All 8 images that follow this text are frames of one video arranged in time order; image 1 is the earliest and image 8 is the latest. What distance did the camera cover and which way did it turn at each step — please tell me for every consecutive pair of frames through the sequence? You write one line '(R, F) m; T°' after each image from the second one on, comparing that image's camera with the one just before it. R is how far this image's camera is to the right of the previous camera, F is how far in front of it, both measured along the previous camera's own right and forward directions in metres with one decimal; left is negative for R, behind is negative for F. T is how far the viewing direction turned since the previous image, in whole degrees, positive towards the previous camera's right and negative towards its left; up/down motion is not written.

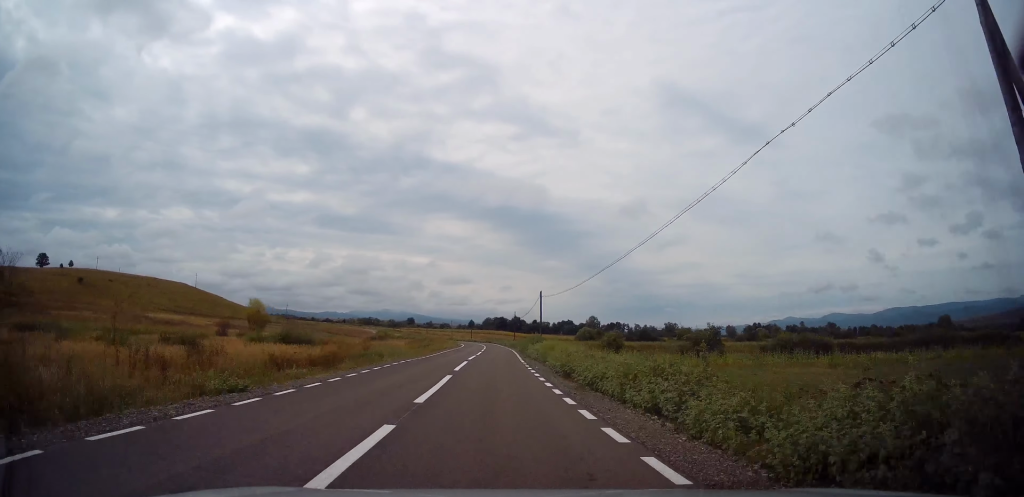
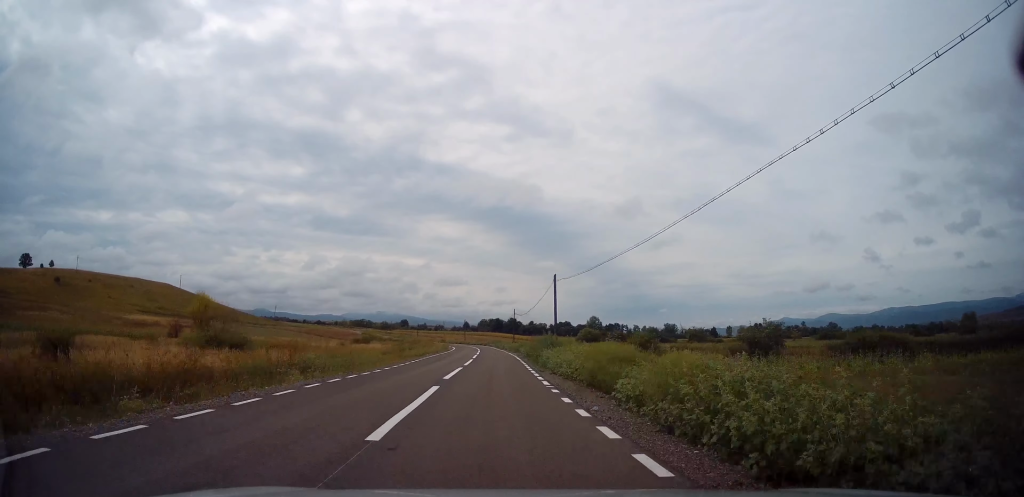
(+0.3, +13.8) m; +1°
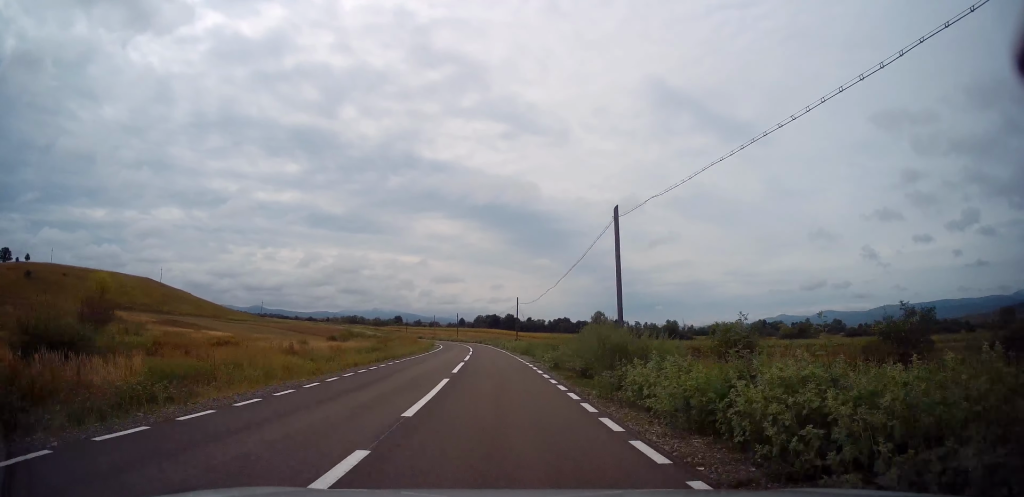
(-0.2, +18.0) m; 0°
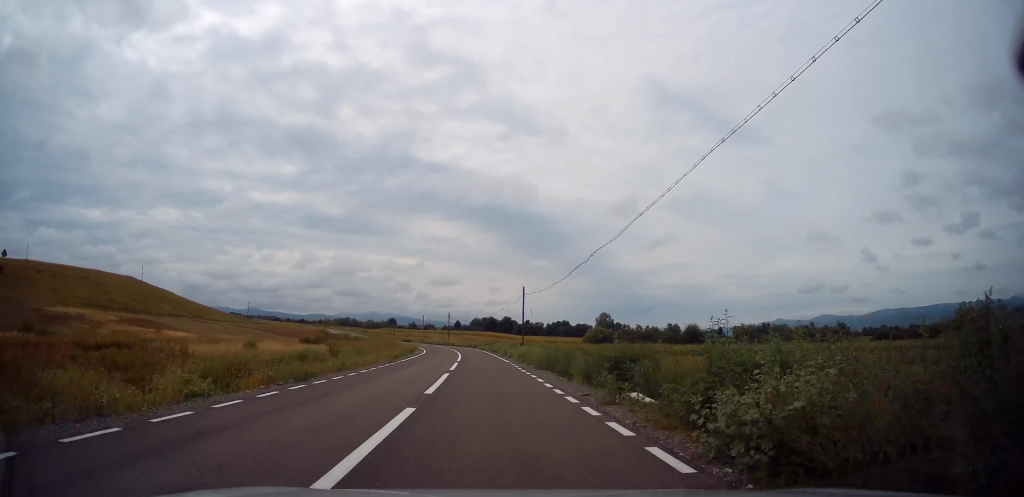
(+0.1, +16.7) m; 0°
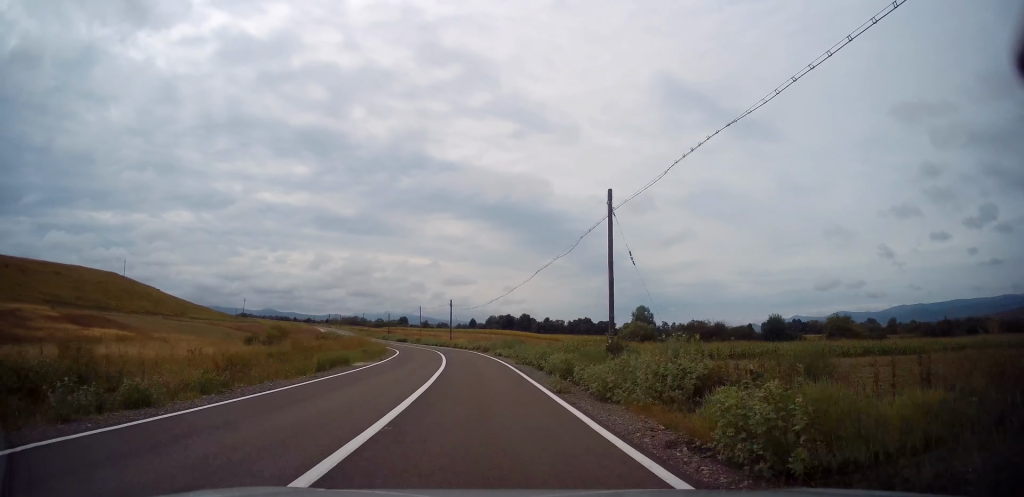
(+0.1, +31.2) m; -1°
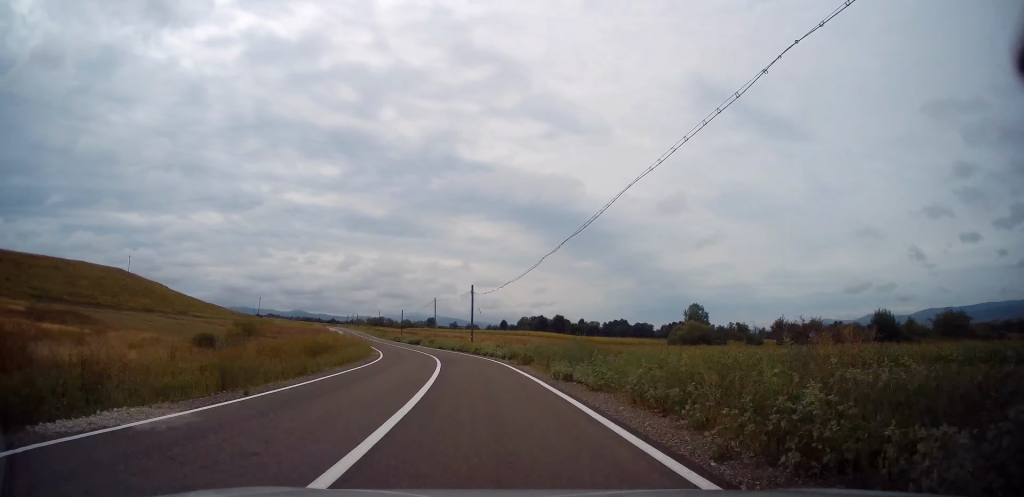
(-0.7, +22.0) m; -3°
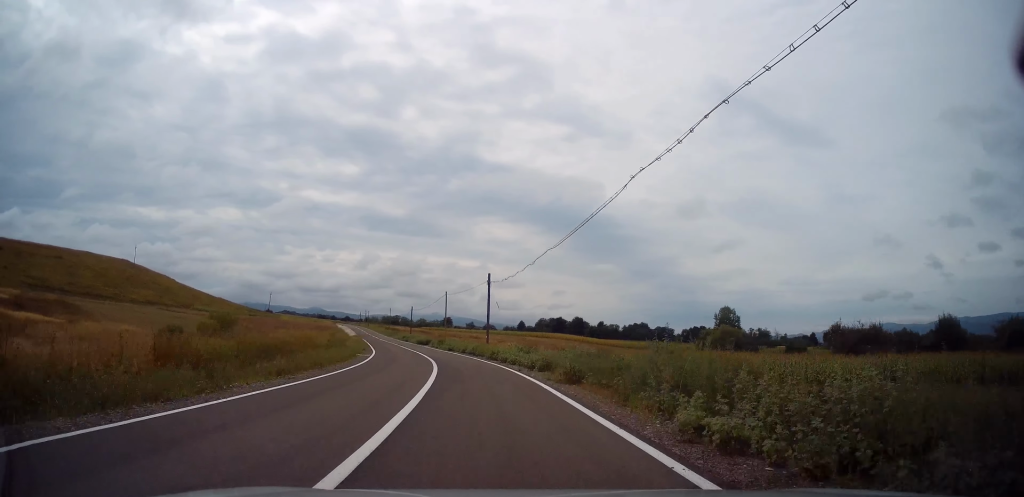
(-0.1, +9.6) m; -2°
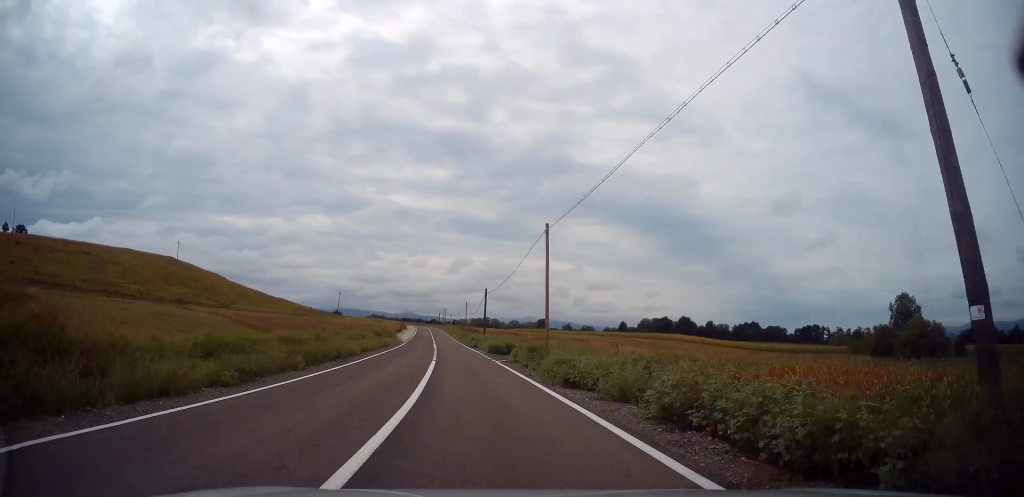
(-3.4, +37.9) m; -10°
